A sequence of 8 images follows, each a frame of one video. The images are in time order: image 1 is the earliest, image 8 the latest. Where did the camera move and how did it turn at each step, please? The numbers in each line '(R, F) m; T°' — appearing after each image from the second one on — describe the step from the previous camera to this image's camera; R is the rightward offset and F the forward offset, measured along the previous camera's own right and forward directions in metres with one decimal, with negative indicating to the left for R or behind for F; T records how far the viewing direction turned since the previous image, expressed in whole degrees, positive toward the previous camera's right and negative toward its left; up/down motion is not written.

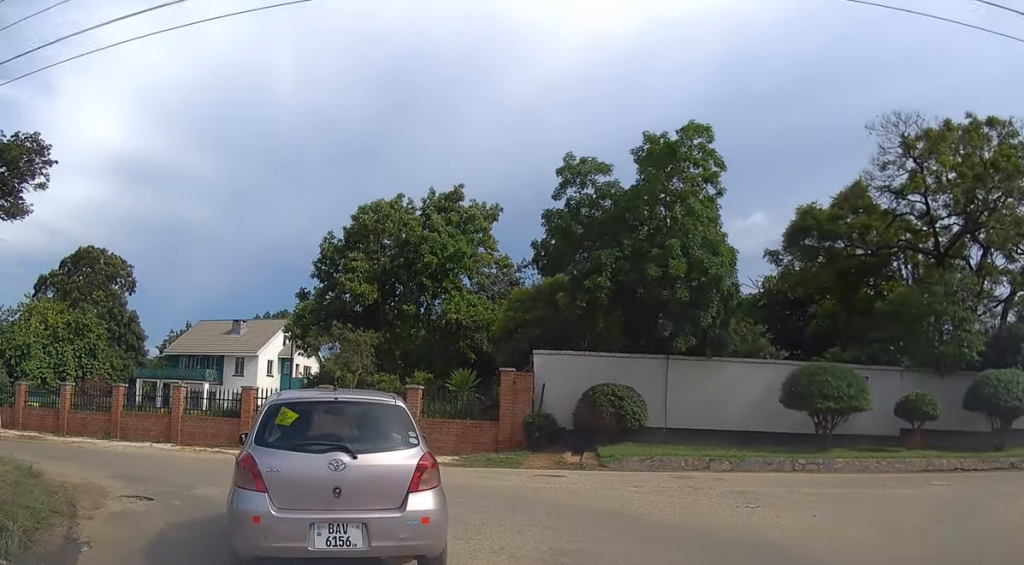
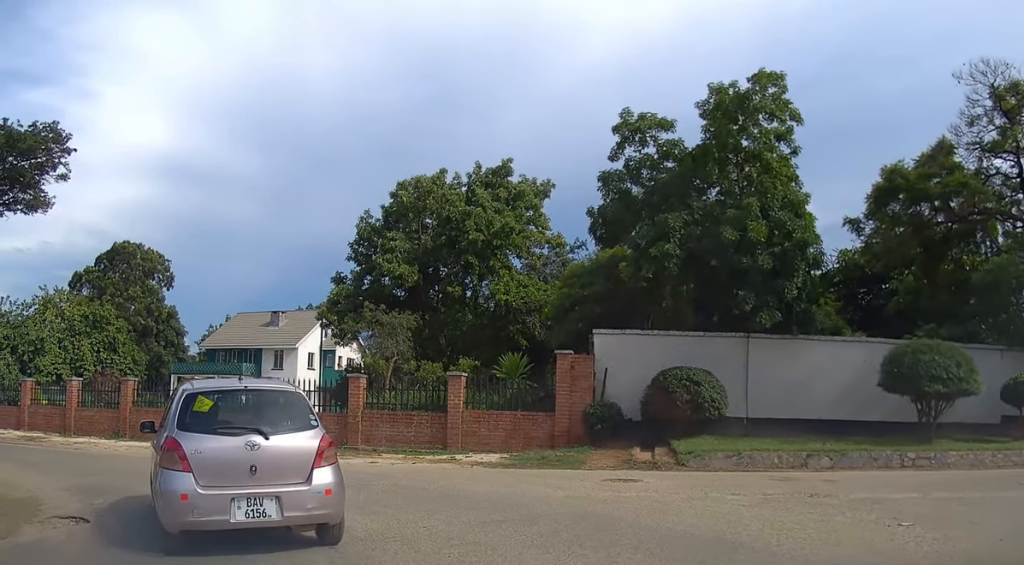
(-0.1, +3.1) m; -3°
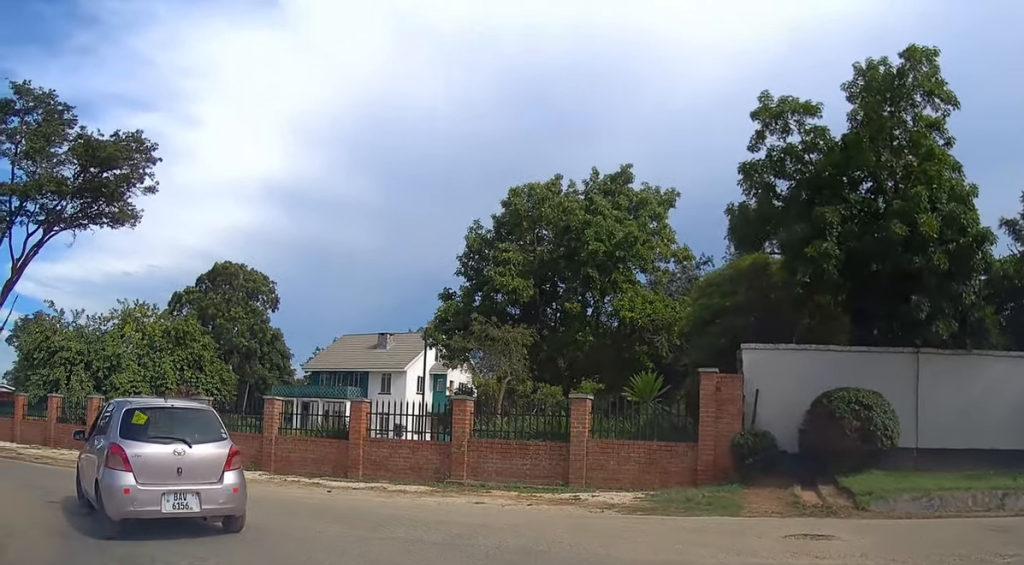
(-0.1, +3.0) m; -10°
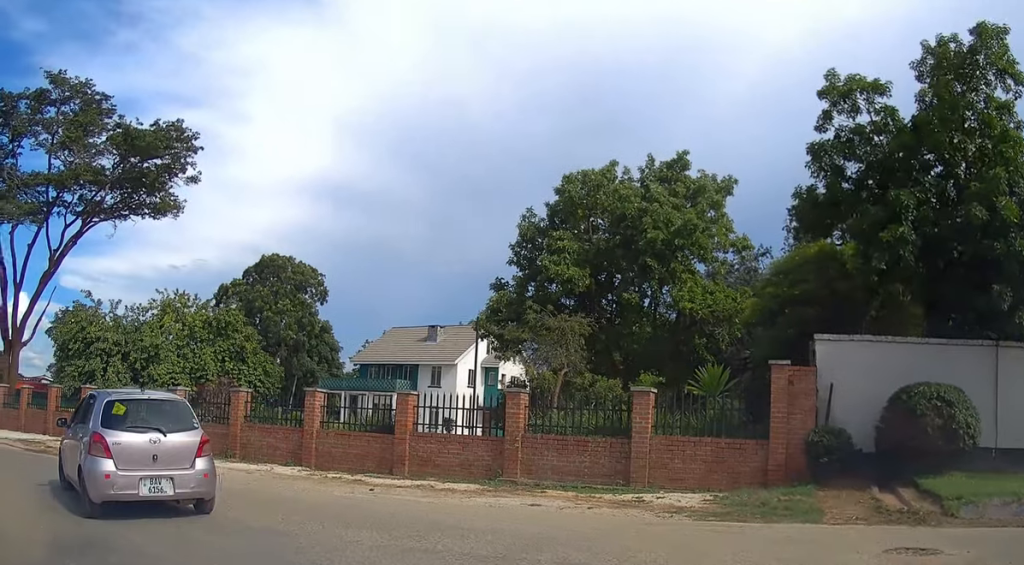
(-0.1, +1.2) m; -6°
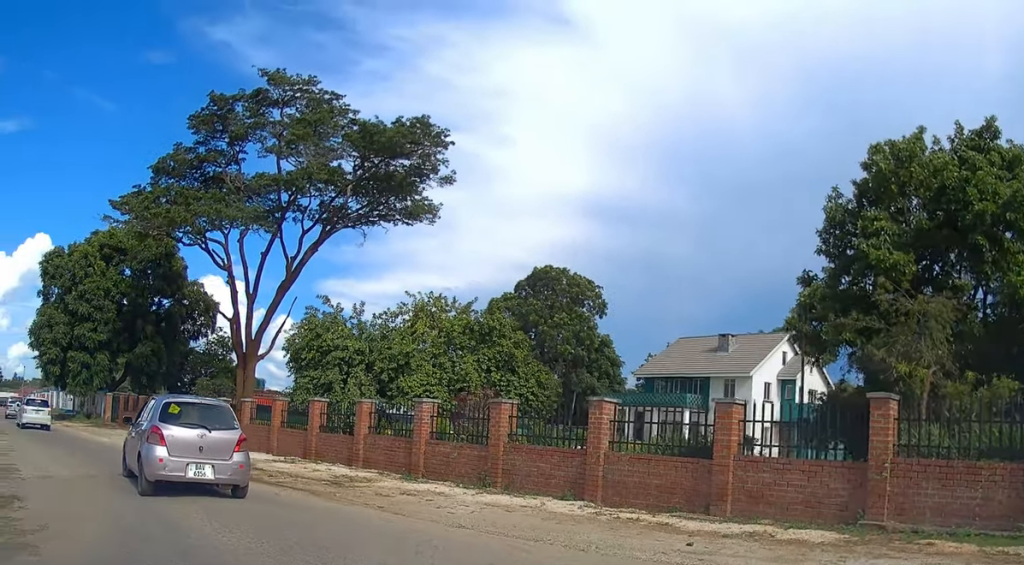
(-0.7, +4.3) m; -24°
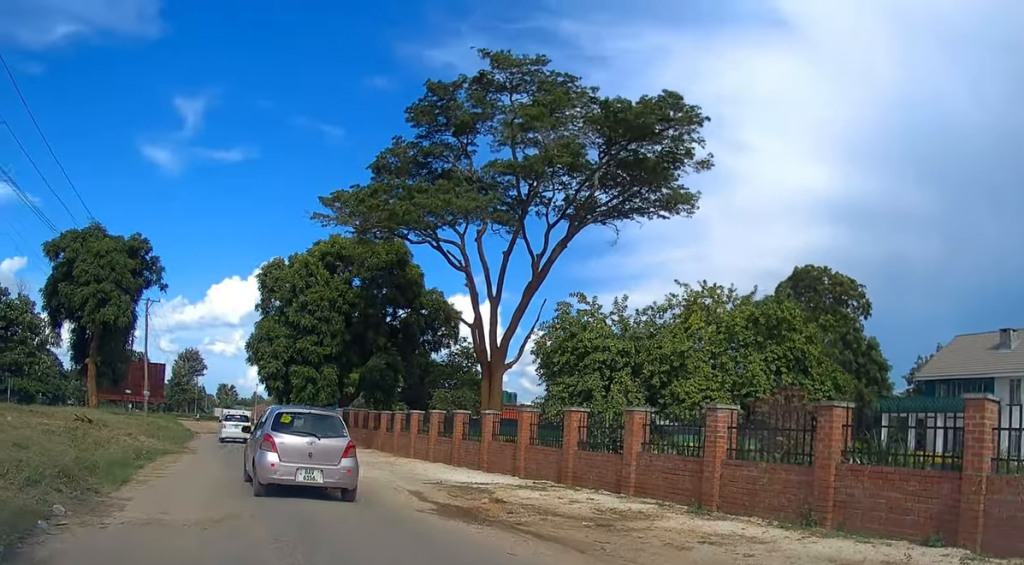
(-0.7, +4.3) m; -18°
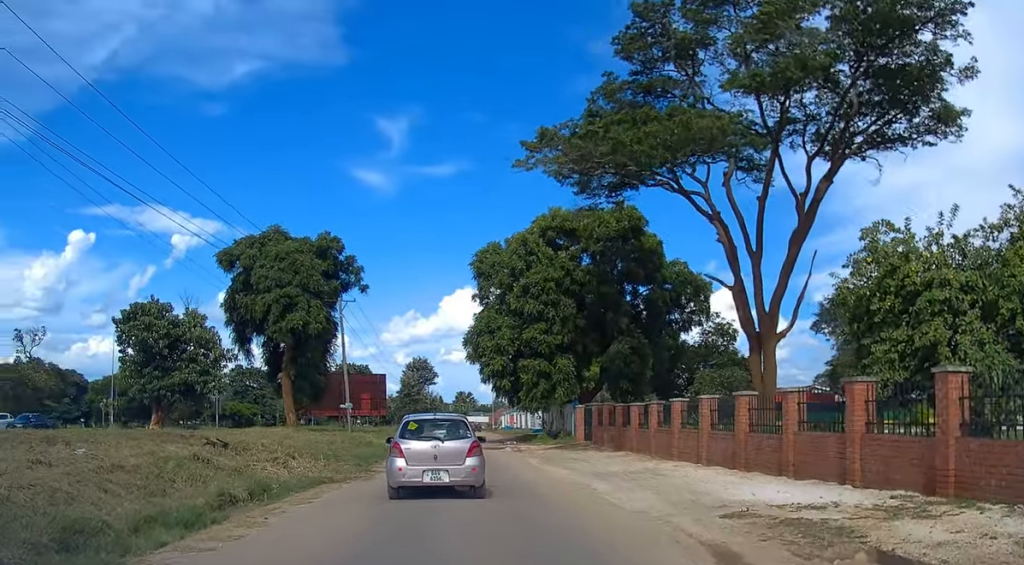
(-1.3, +7.1) m; -18°
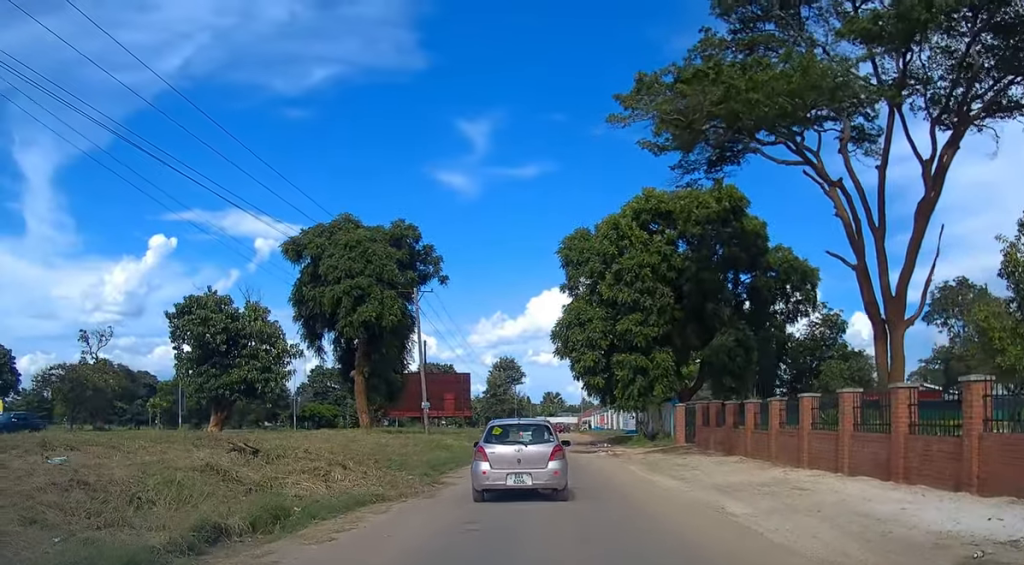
(-0.3, +3.9) m; -6°
